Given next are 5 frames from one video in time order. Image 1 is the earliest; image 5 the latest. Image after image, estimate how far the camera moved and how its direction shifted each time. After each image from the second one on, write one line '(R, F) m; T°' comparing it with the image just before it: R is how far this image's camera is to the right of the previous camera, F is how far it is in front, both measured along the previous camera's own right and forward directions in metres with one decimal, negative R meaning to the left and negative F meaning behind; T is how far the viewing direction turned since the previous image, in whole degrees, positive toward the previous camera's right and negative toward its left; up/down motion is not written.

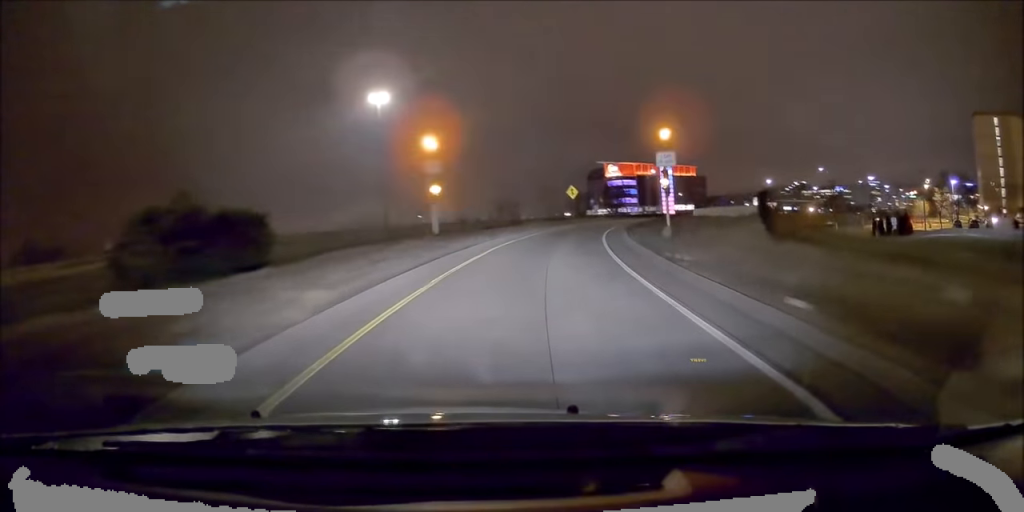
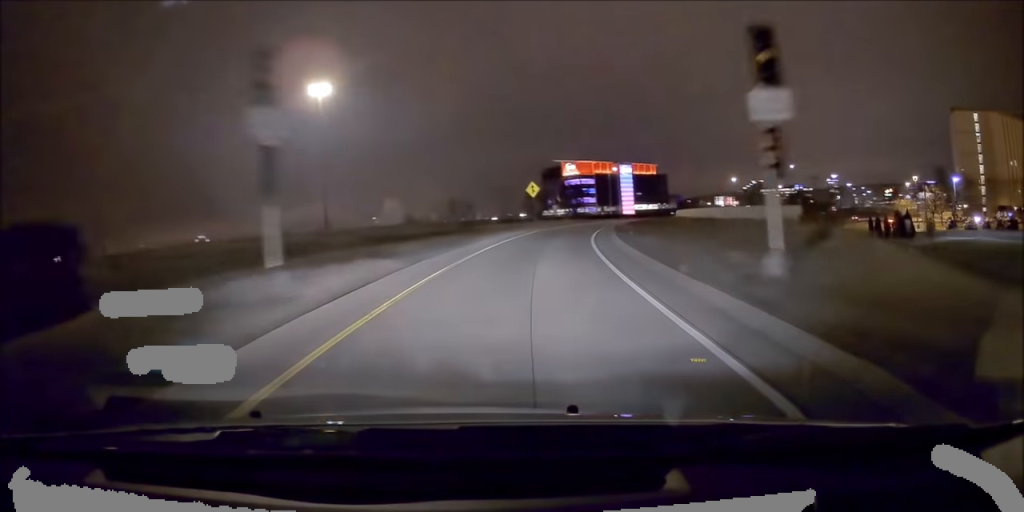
(0.0, +11.0) m; +4°
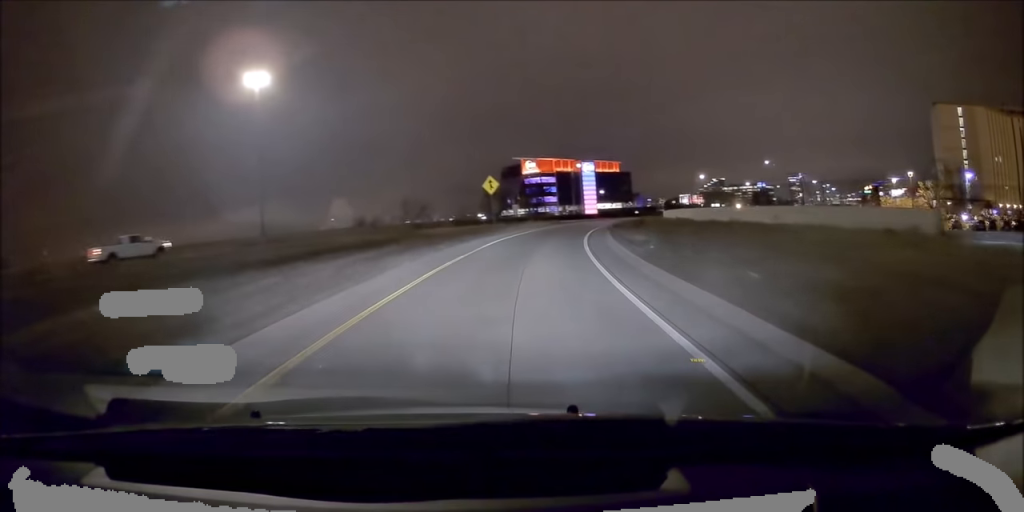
(+0.8, +11.7) m; +4°
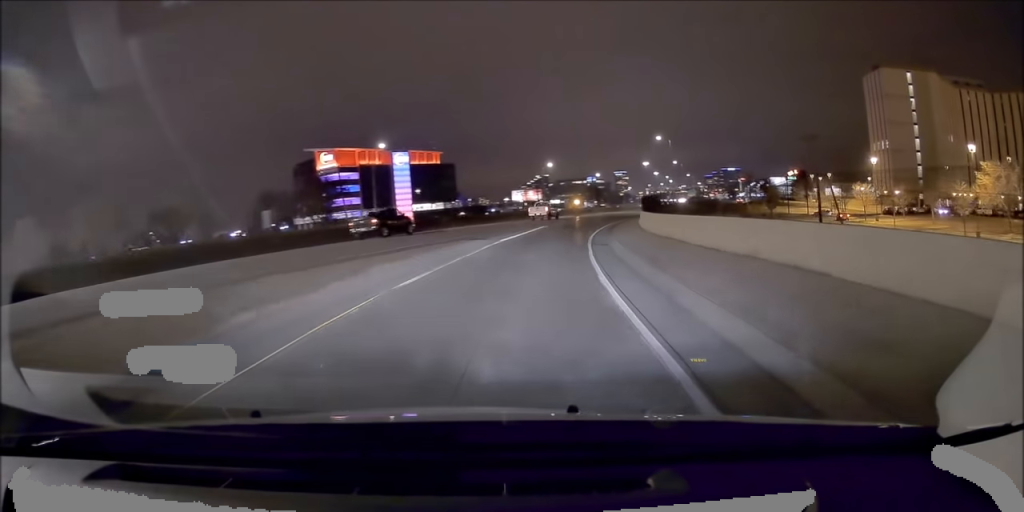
(+9.2, +57.9) m; +18°
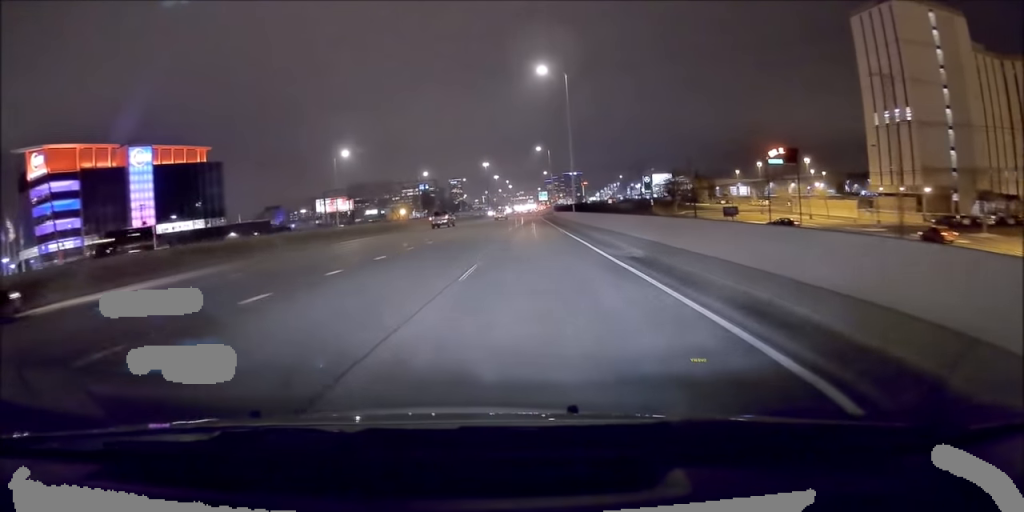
(+10.4, +71.6) m; +14°
